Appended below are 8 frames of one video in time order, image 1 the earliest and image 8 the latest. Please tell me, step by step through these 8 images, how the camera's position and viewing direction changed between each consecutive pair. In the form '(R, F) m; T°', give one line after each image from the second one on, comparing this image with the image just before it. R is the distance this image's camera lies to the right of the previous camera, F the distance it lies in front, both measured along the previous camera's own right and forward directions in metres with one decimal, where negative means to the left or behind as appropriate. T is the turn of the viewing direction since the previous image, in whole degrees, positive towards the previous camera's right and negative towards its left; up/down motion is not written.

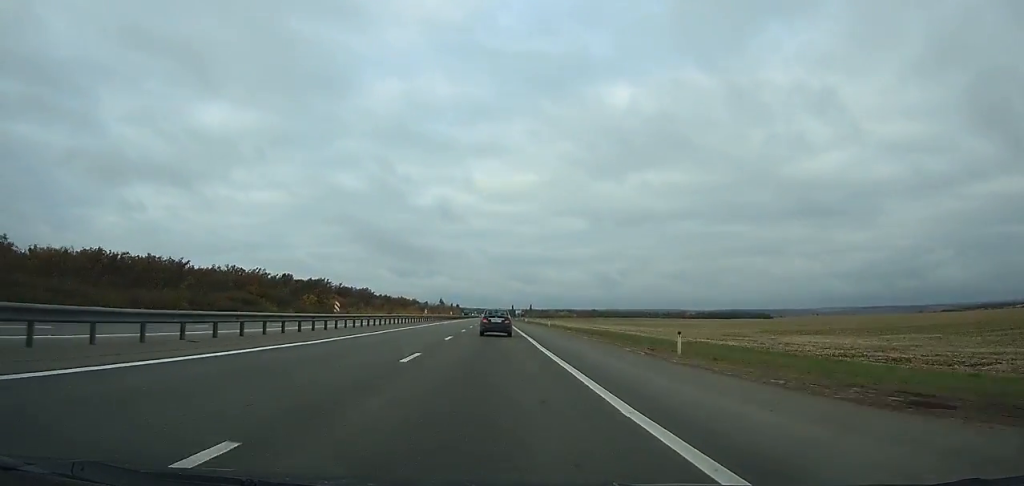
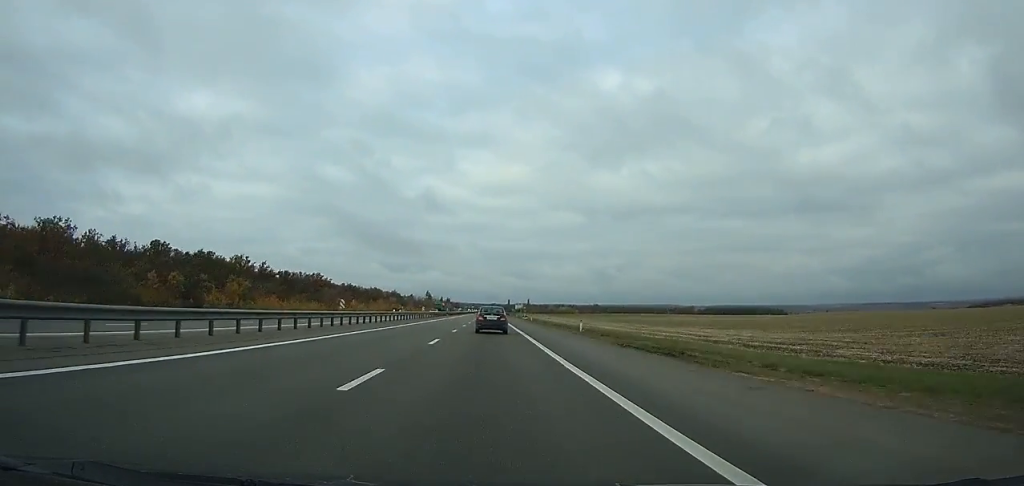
(-0.2, +84.2) m; 0°
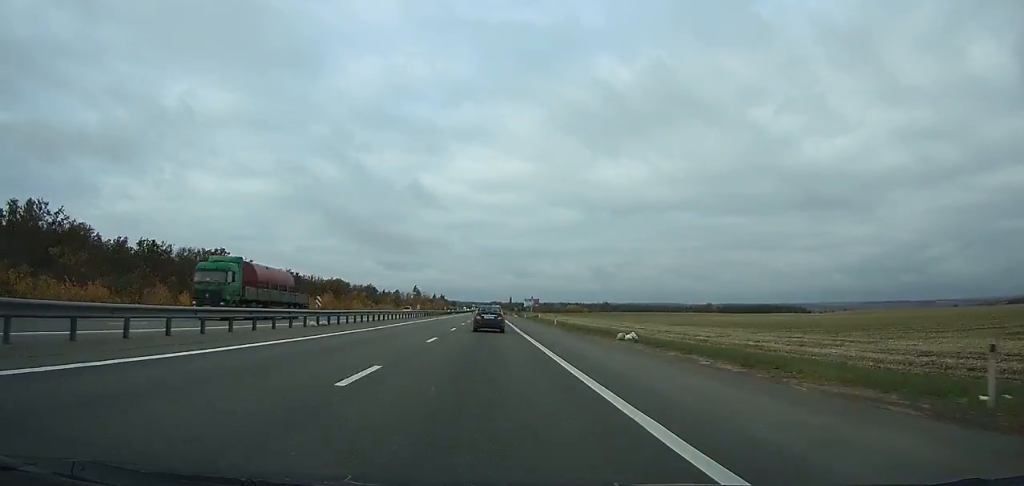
(0.0, +89.0) m; 0°
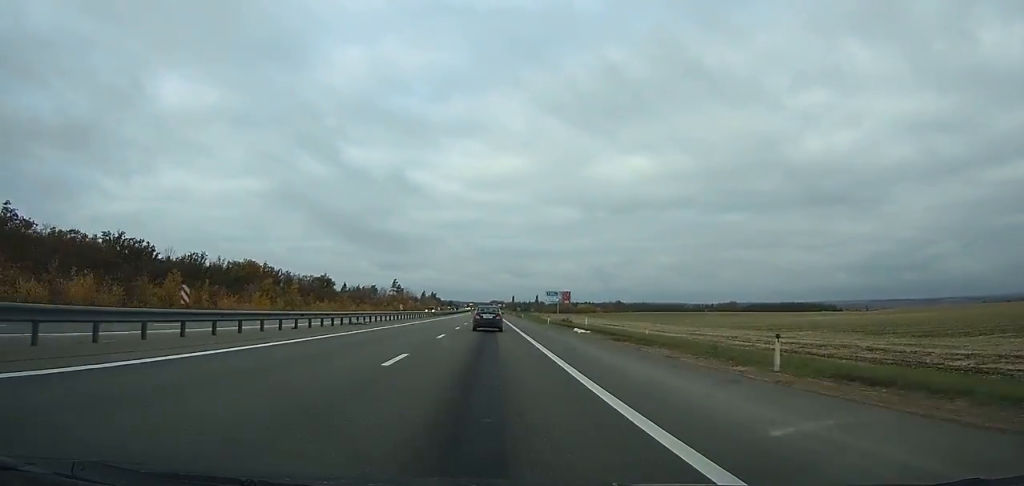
(0.0, +94.4) m; 0°
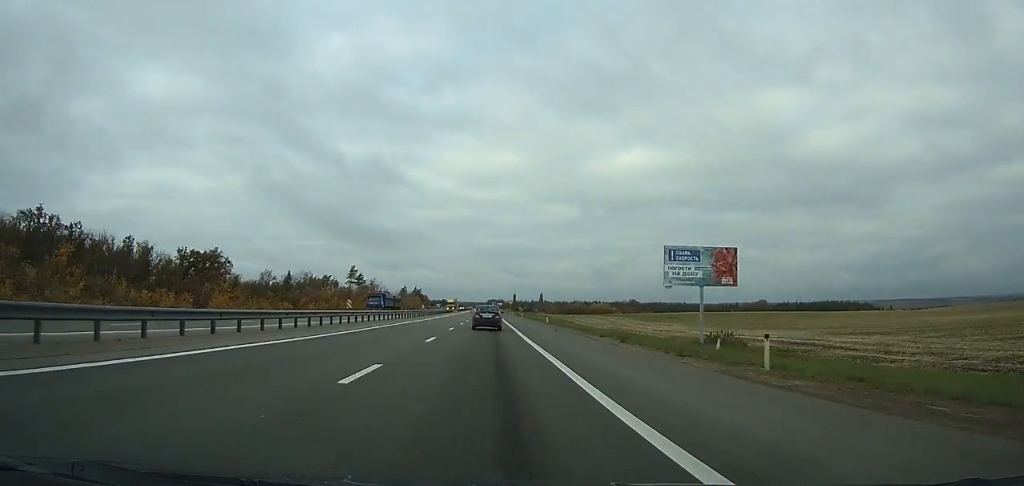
(0.0, +96.0) m; 0°
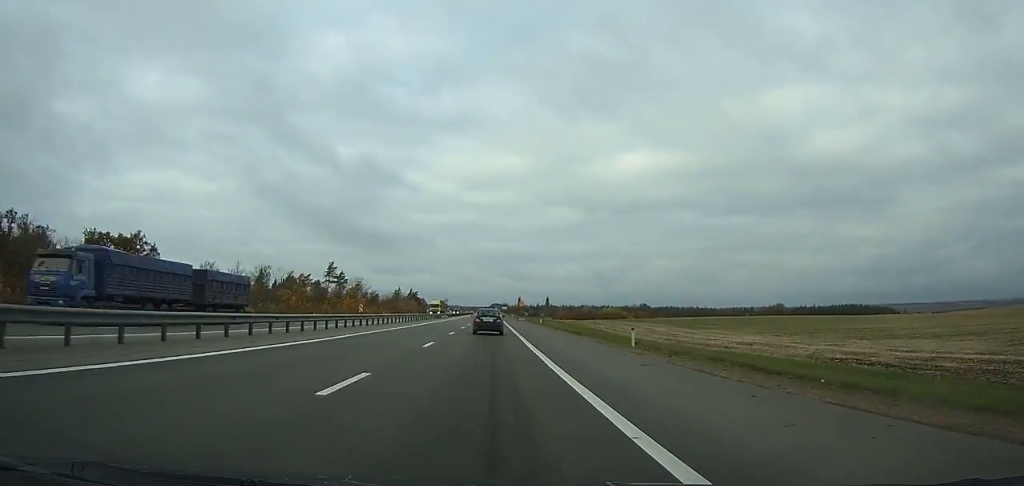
(0.0, +35.9) m; 0°
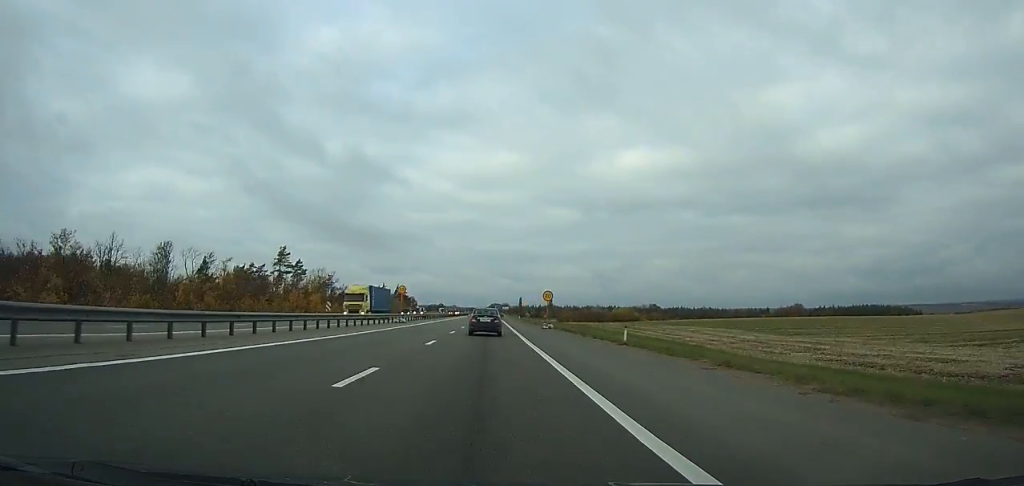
(0.0, +44.1) m; 0°
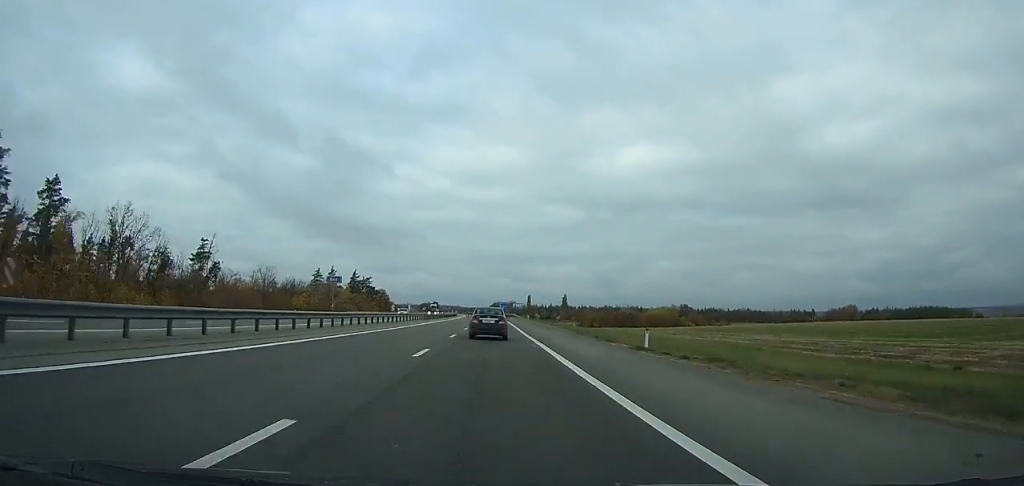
(+0.1, +101.7) m; 0°
